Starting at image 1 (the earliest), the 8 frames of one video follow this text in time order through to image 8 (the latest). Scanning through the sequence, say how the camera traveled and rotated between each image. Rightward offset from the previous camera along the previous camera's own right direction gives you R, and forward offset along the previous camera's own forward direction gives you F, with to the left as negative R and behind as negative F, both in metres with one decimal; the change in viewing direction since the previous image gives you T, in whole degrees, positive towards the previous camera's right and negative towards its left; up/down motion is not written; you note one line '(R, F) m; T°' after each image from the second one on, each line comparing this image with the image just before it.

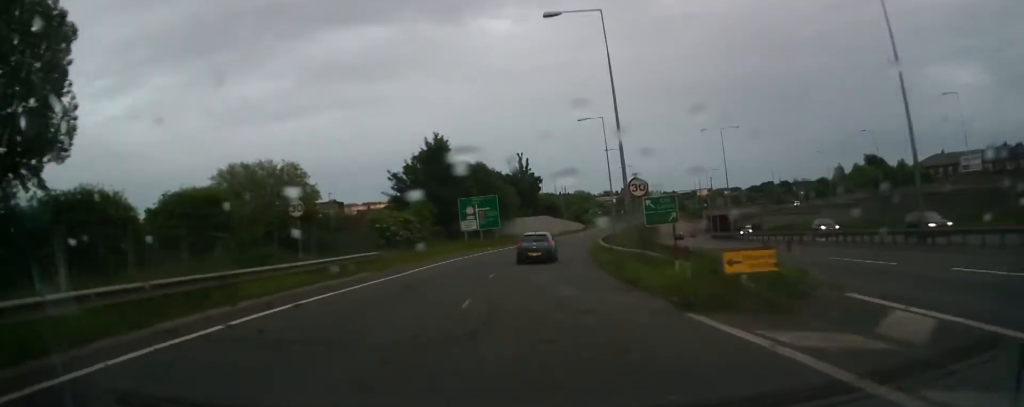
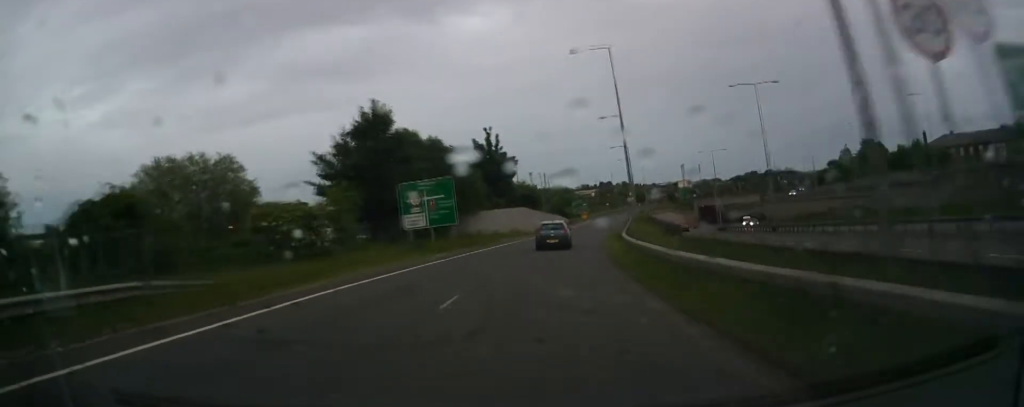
(+0.8, +18.7) m; +2°
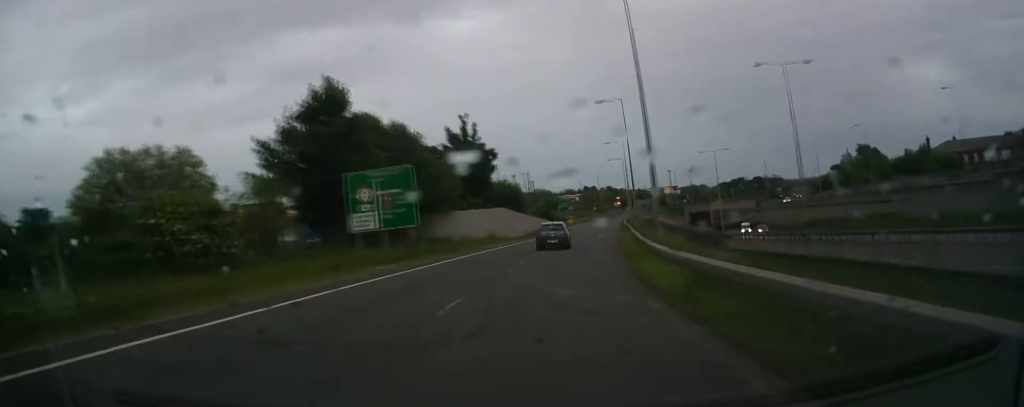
(+0.2, +9.3) m; 0°
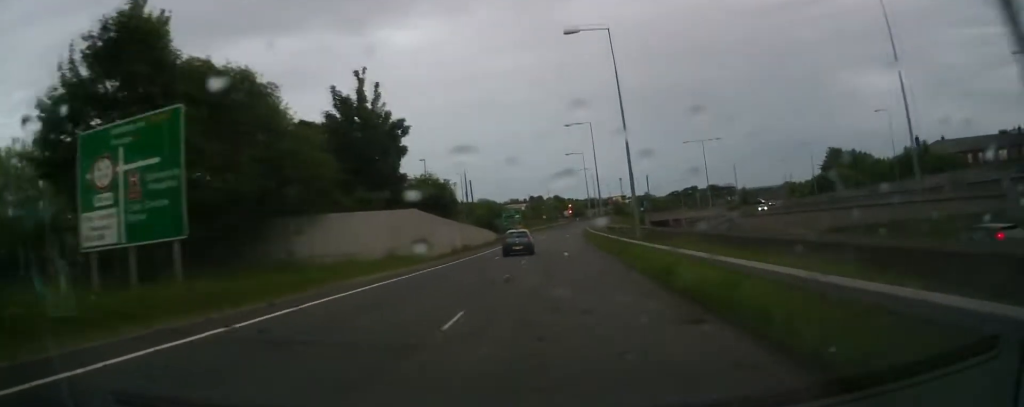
(-0.5, +19.4) m; -3°
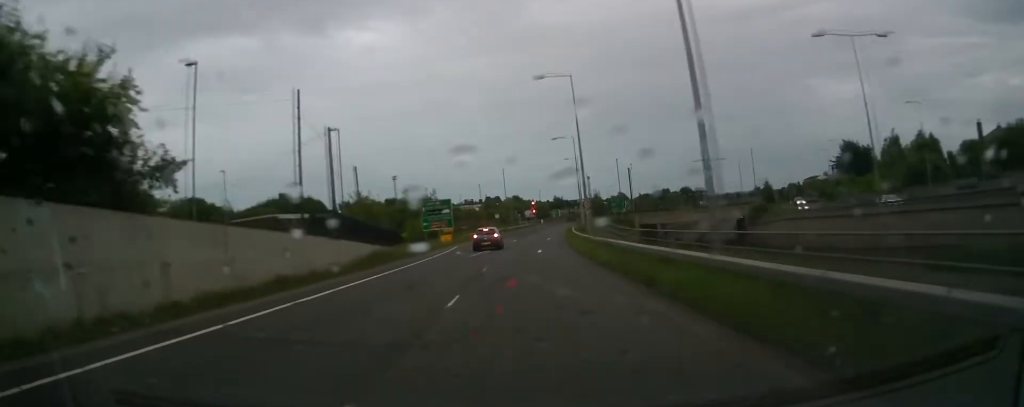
(+1.5, +42.7) m; +7°
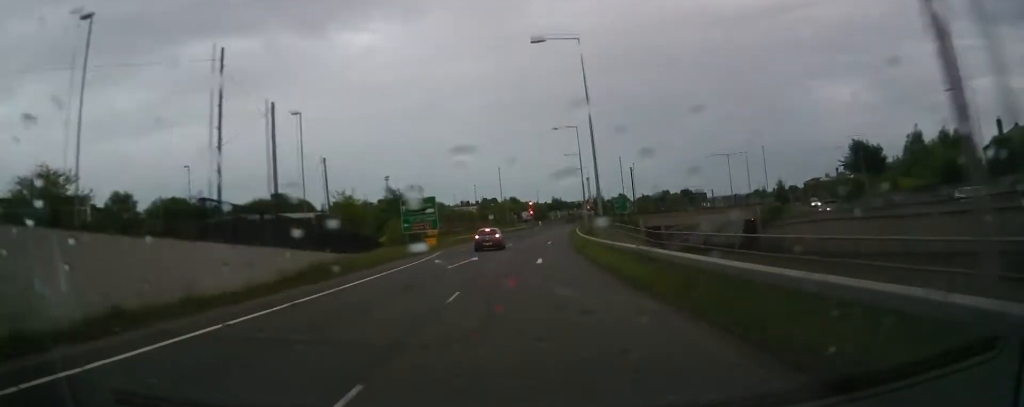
(+0.2, +8.2) m; +1°
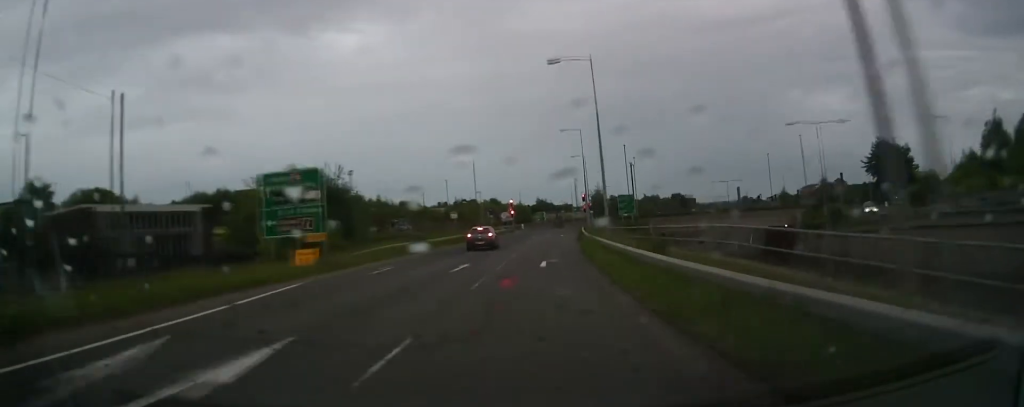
(+0.5, +25.4) m; +3°
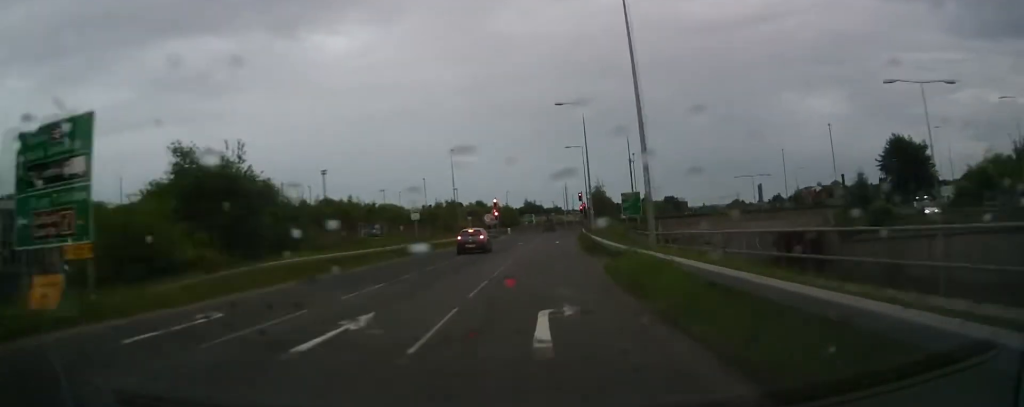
(+0.3, +15.4) m; +1°
